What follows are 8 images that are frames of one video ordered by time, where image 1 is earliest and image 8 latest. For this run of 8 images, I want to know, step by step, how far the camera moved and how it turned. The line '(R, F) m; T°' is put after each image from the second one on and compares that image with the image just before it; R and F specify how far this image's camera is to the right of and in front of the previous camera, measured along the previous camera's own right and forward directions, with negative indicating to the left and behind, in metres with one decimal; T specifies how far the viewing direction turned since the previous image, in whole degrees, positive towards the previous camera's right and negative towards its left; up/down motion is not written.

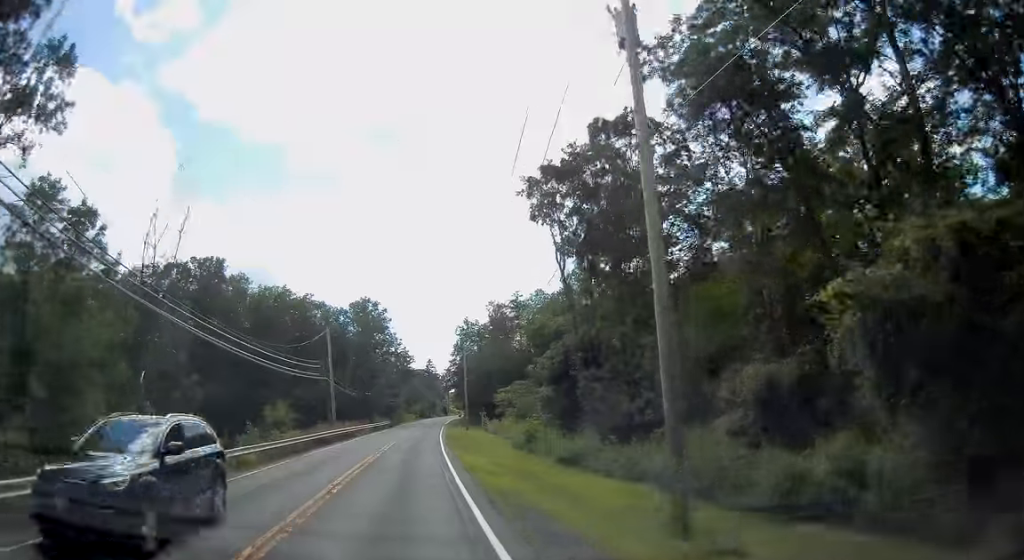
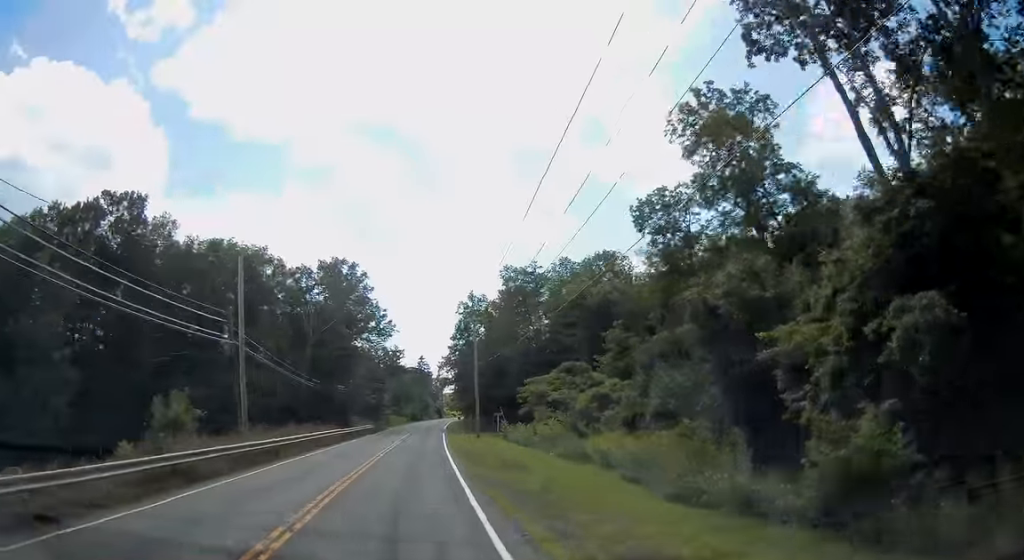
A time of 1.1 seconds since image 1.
(+0.2, +27.4) m; +1°
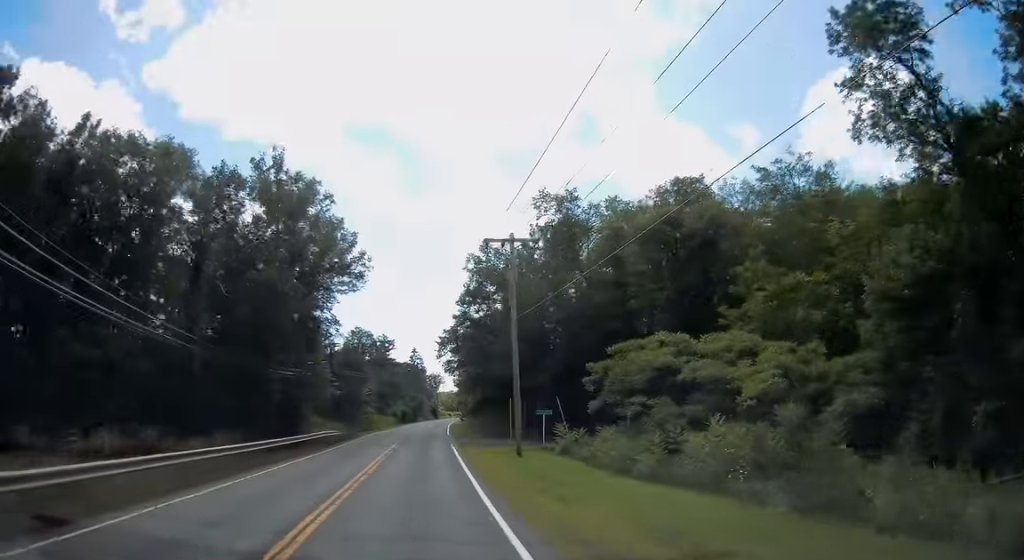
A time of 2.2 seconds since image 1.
(+0.2, +28.2) m; +1°
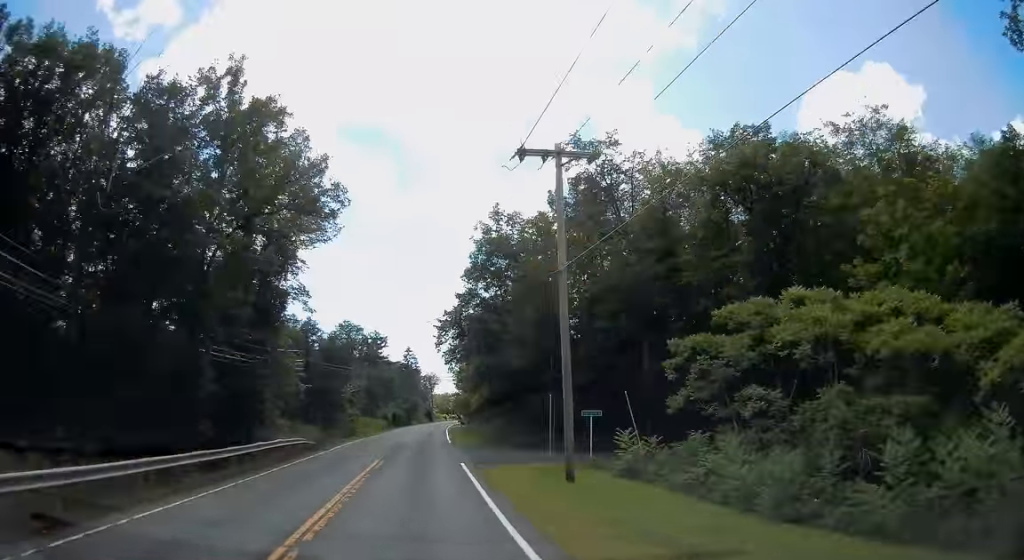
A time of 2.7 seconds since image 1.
(-0.1, +12.4) m; +1°
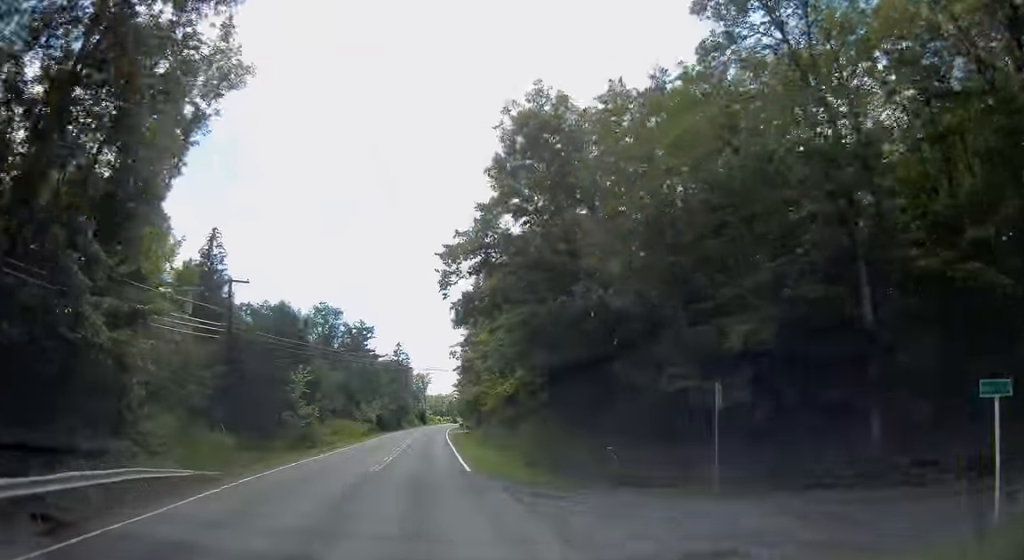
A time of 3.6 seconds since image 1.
(+0.4, +22.0) m; +1°
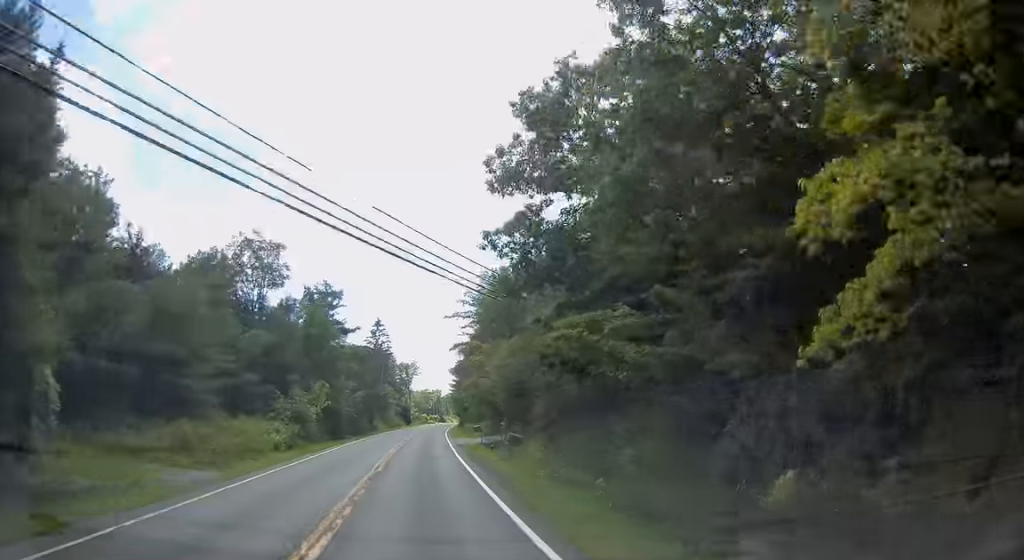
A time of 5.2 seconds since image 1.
(+0.6, +37.8) m; +2°
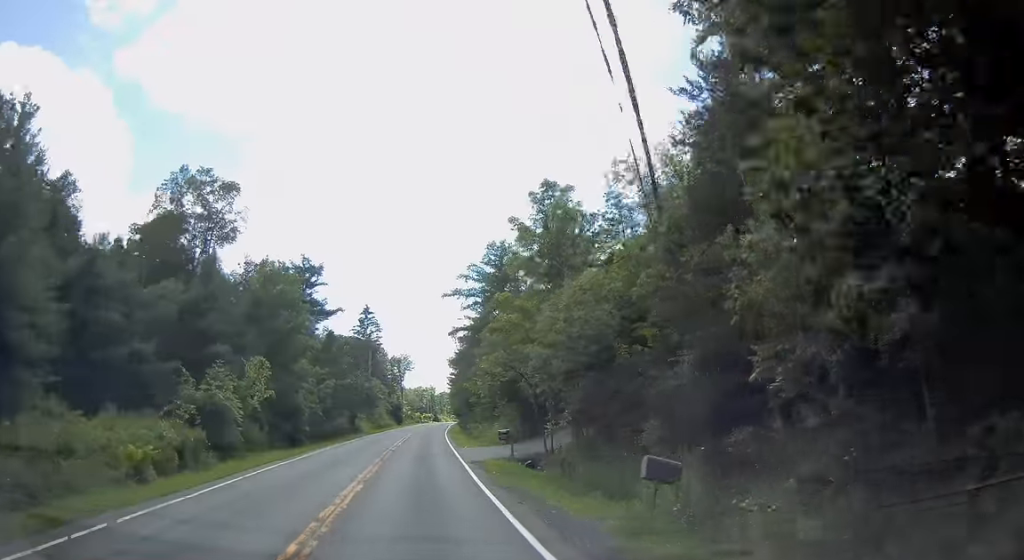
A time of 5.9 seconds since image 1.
(+0.2, +16.8) m; +1°
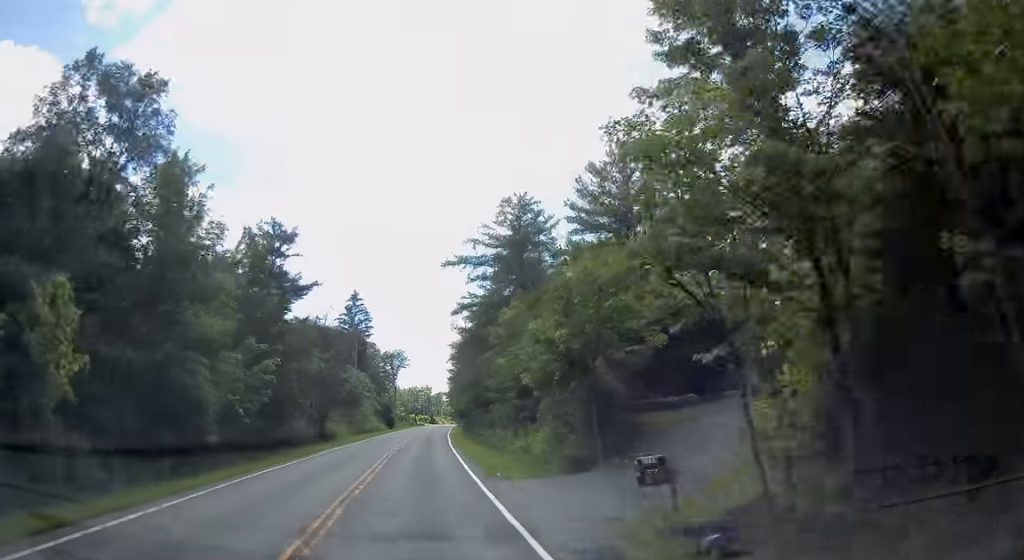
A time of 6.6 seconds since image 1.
(-0.1, +17.5) m; 0°
